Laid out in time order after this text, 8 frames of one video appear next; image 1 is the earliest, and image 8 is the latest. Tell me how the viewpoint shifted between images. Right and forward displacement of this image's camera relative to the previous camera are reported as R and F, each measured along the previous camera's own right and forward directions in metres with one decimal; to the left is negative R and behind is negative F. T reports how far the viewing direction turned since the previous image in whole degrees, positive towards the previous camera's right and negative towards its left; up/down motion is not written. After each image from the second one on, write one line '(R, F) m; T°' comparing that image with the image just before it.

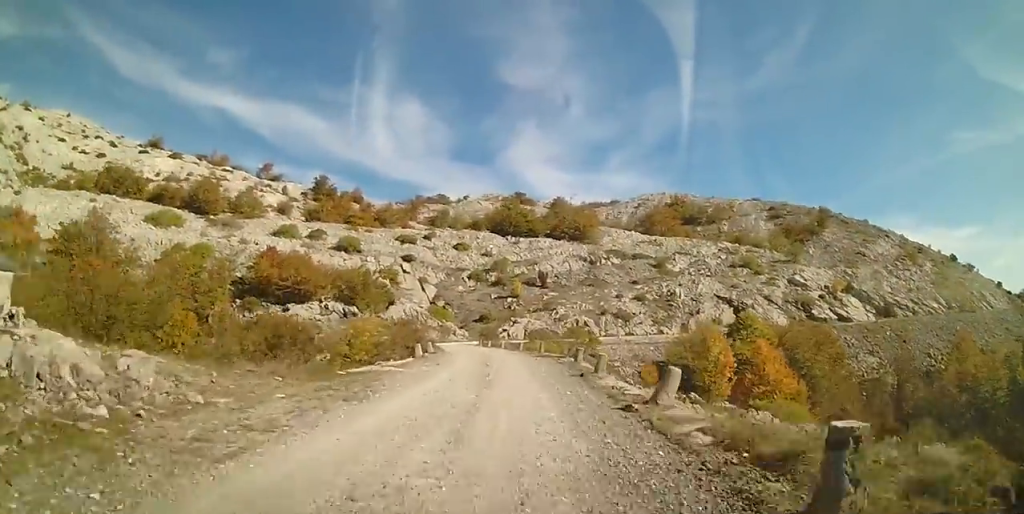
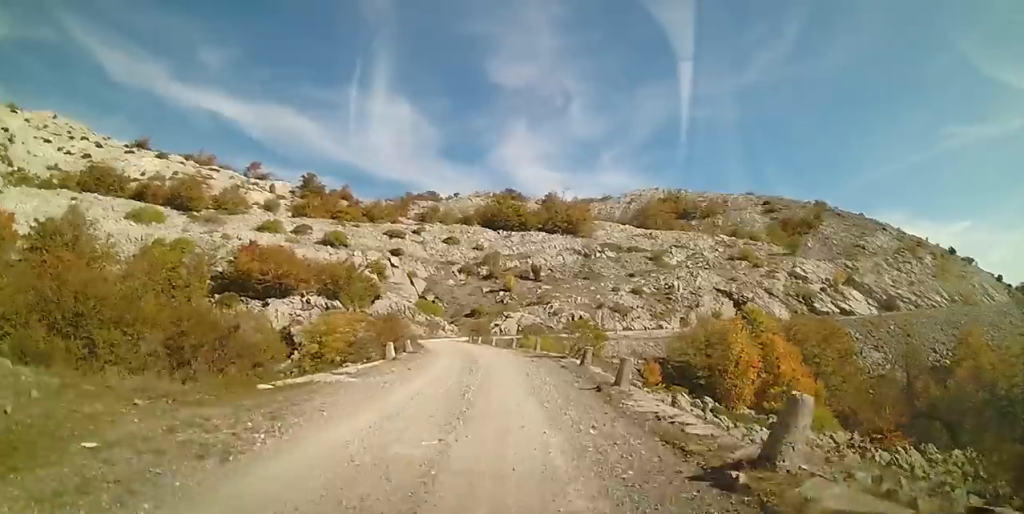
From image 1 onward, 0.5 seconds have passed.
(0.0, +4.4) m; 0°
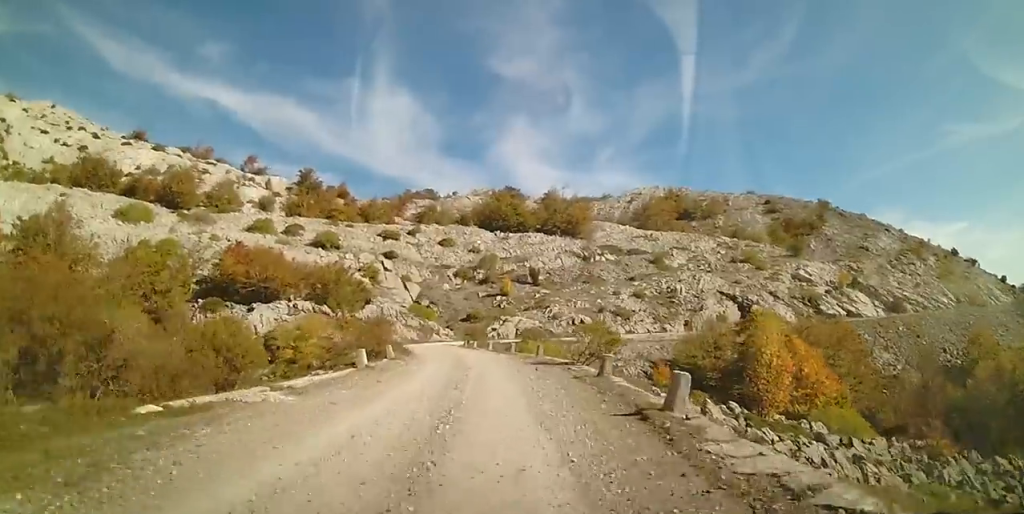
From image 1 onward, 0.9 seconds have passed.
(-0.1, +3.9) m; 0°
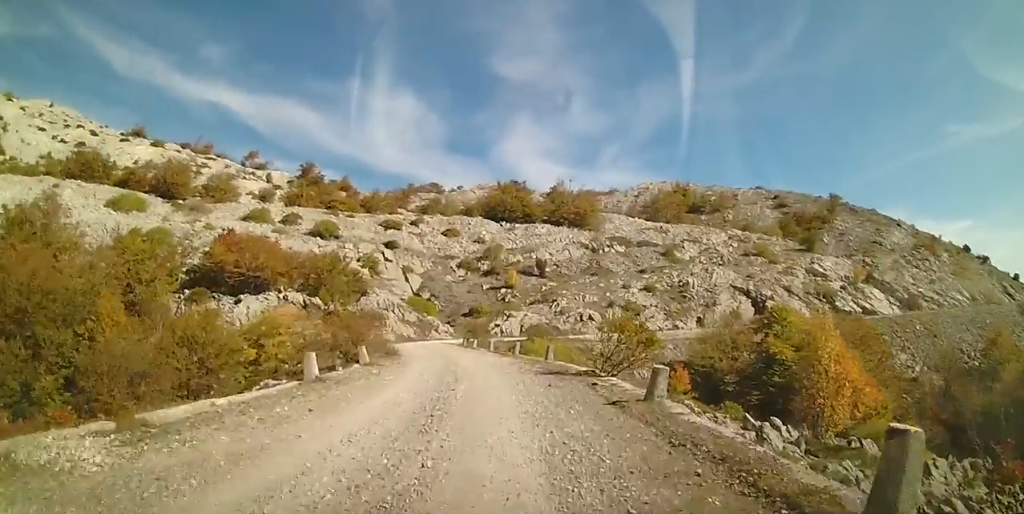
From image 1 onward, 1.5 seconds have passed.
(0.0, +4.7) m; -1°
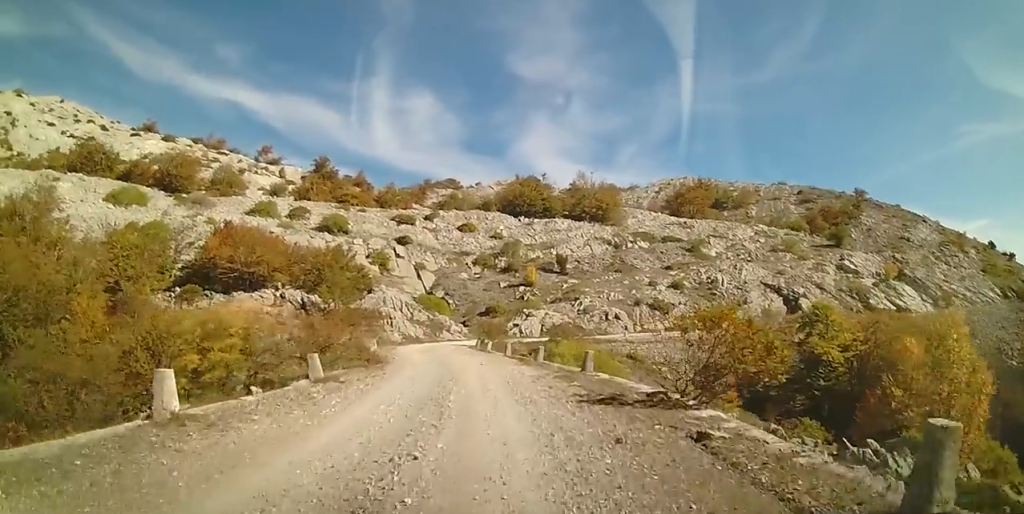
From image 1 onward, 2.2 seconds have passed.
(+0.2, +6.2) m; -2°
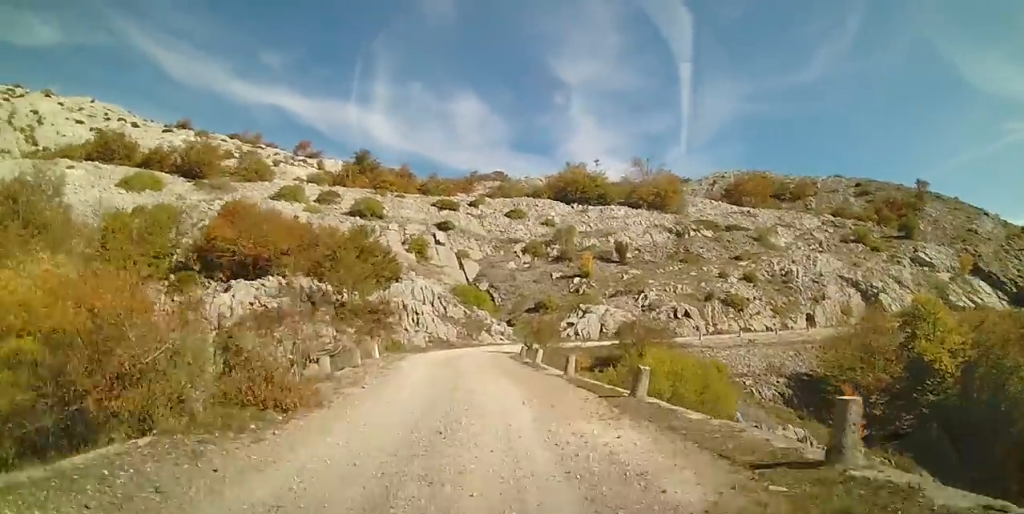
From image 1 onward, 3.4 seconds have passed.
(-0.7, +10.8) m; -3°
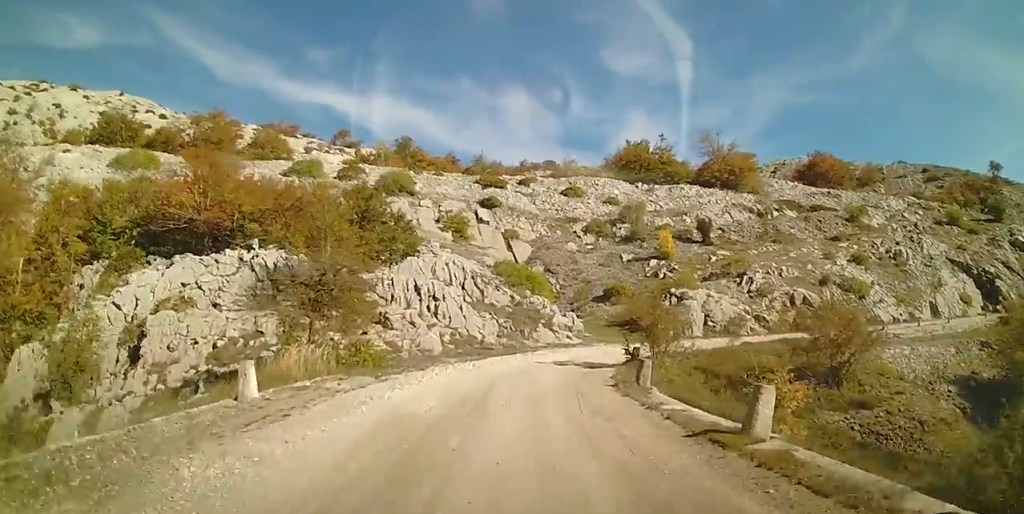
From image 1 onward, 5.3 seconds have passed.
(-0.7, +16.5) m; -8°
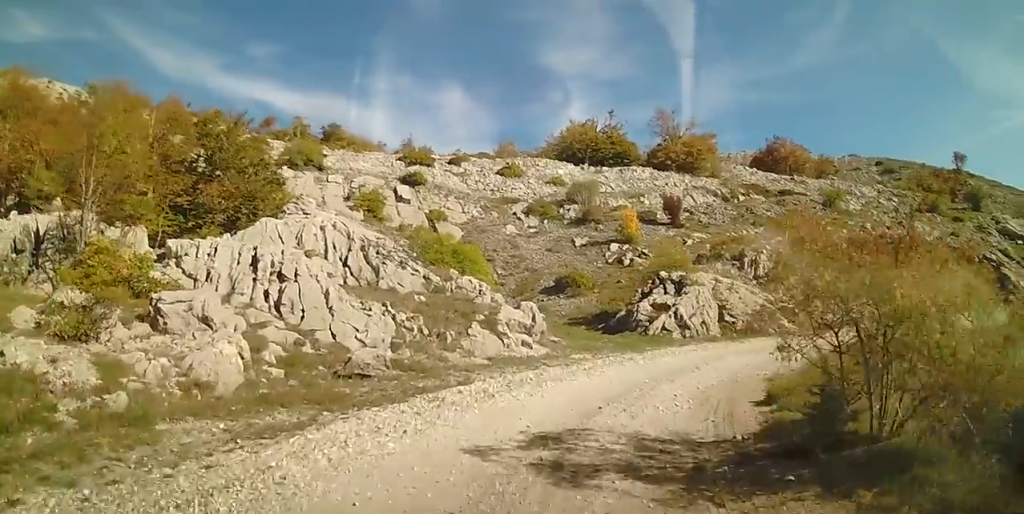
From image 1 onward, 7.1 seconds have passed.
(+0.5, +13.7) m; +12°
